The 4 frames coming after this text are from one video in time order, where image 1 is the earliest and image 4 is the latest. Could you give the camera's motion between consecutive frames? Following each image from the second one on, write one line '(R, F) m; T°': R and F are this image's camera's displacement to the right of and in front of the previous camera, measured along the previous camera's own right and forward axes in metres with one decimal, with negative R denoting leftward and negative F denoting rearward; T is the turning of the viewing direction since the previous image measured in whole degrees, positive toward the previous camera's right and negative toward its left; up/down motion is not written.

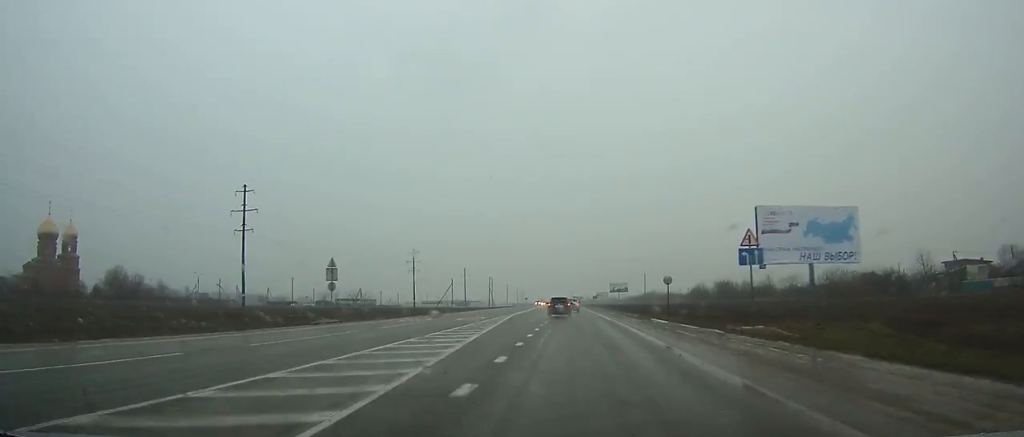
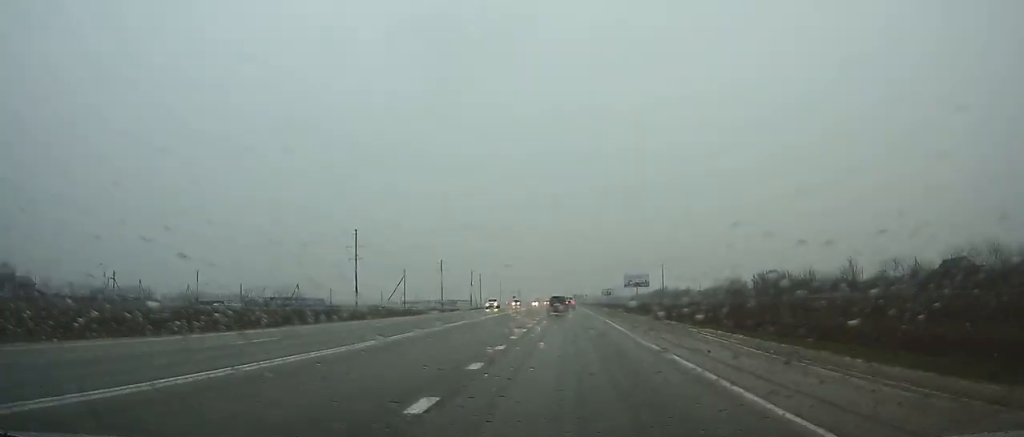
(0.0, +54.6) m; 0°
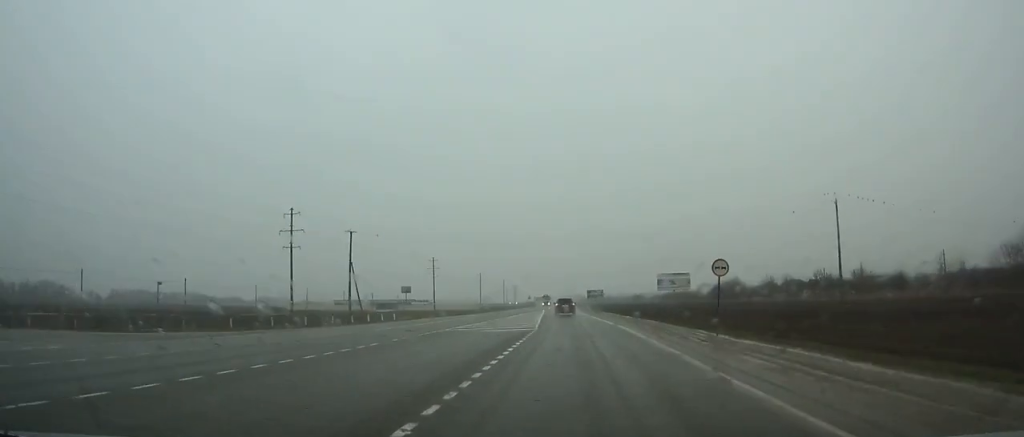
(-1.0, +140.4) m; -1°
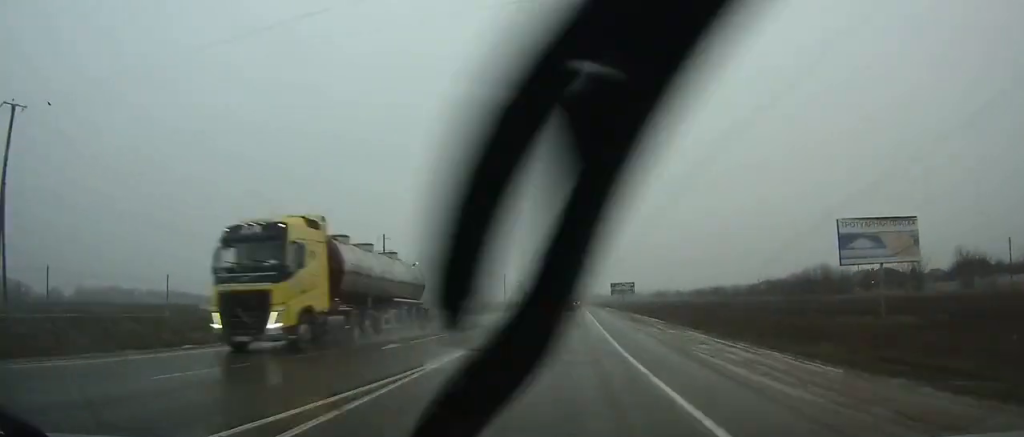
(-0.6, +71.7) m; 0°
